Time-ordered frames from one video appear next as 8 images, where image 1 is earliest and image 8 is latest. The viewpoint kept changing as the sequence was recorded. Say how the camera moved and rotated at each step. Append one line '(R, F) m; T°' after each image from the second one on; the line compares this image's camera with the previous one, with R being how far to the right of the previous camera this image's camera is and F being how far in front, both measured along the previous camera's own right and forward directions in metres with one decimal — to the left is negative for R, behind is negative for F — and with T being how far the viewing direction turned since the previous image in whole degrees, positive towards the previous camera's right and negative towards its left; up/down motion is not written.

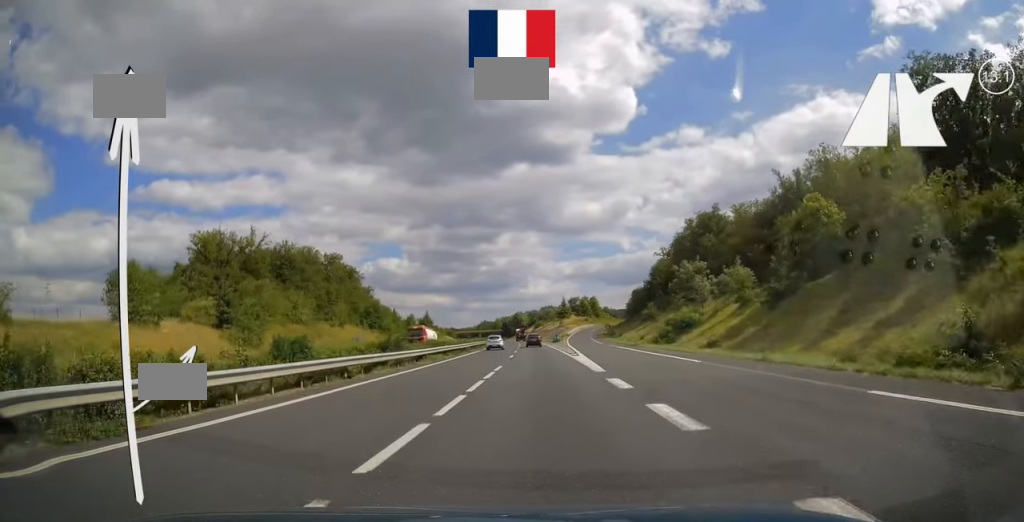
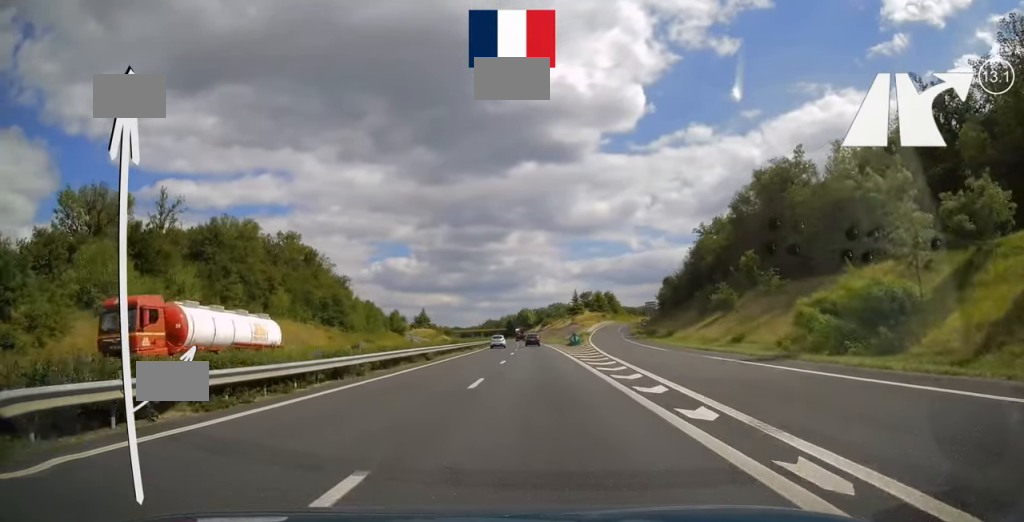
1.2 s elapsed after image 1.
(-0.2, +34.6) m; -1°
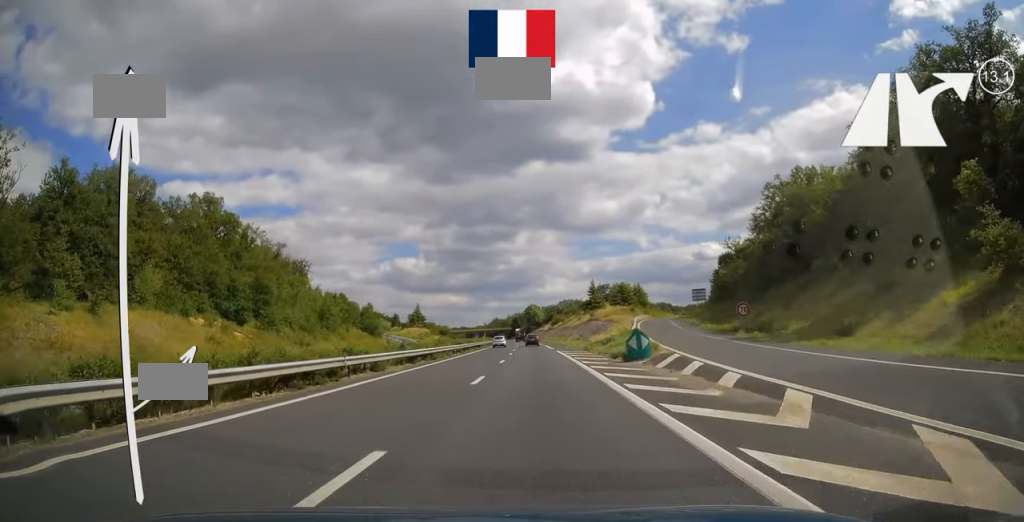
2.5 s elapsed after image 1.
(-0.3, +38.6) m; -1°
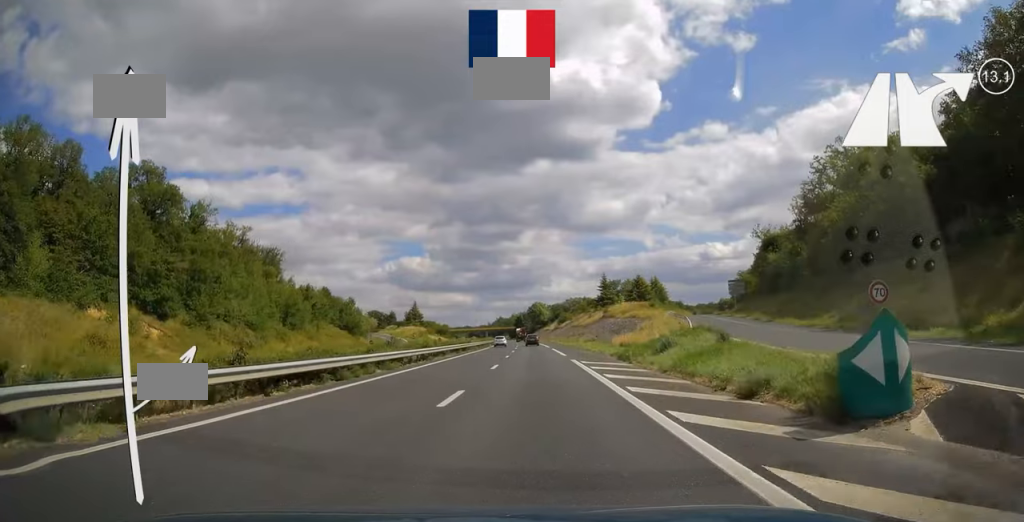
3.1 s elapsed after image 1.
(-0.2, +18.8) m; 0°
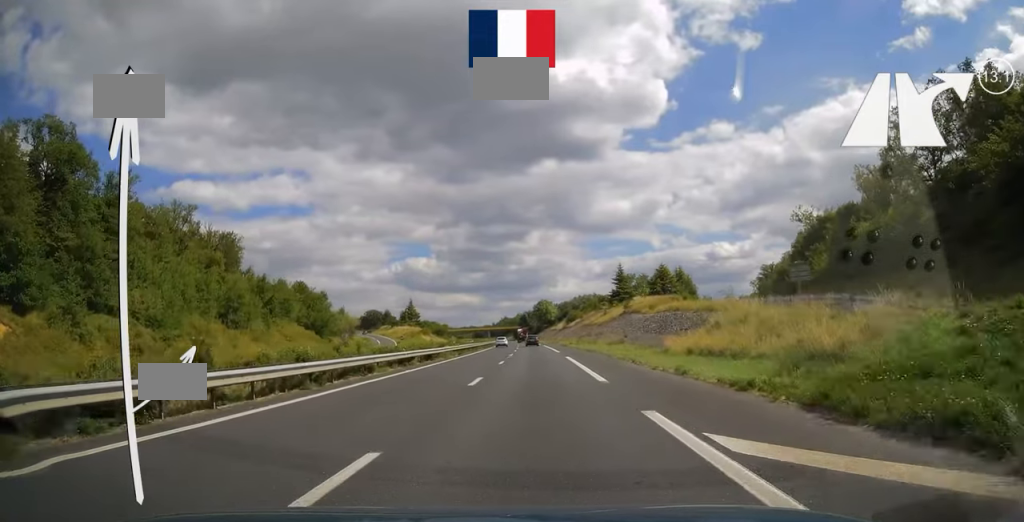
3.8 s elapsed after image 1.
(-0.1, +21.3) m; -1°
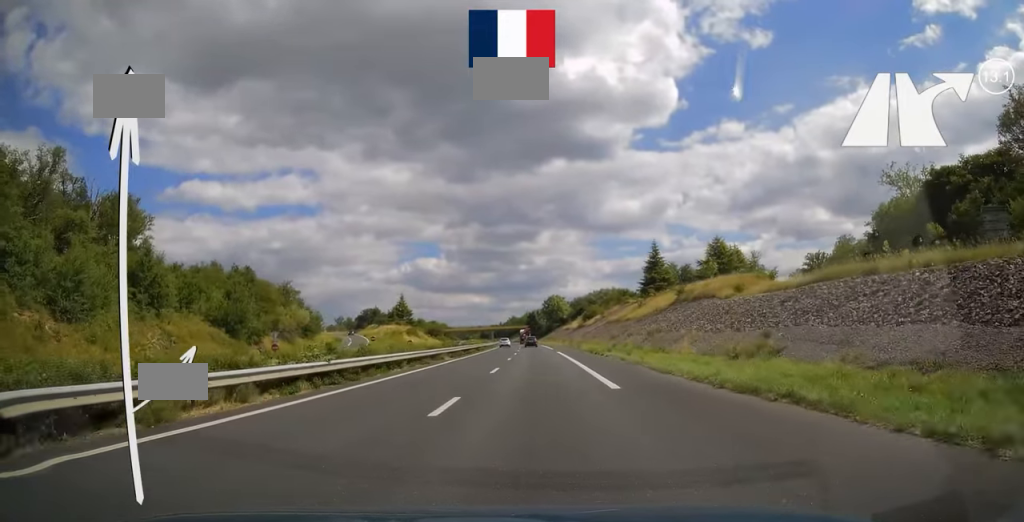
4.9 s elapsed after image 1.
(-0.2, +33.1) m; -1°
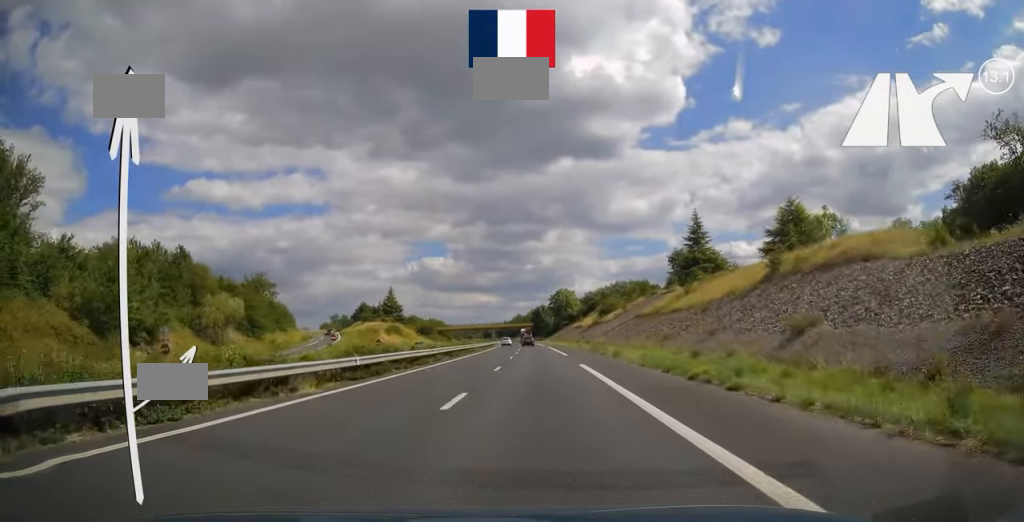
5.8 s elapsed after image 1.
(-0.2, +25.6) m; -1°
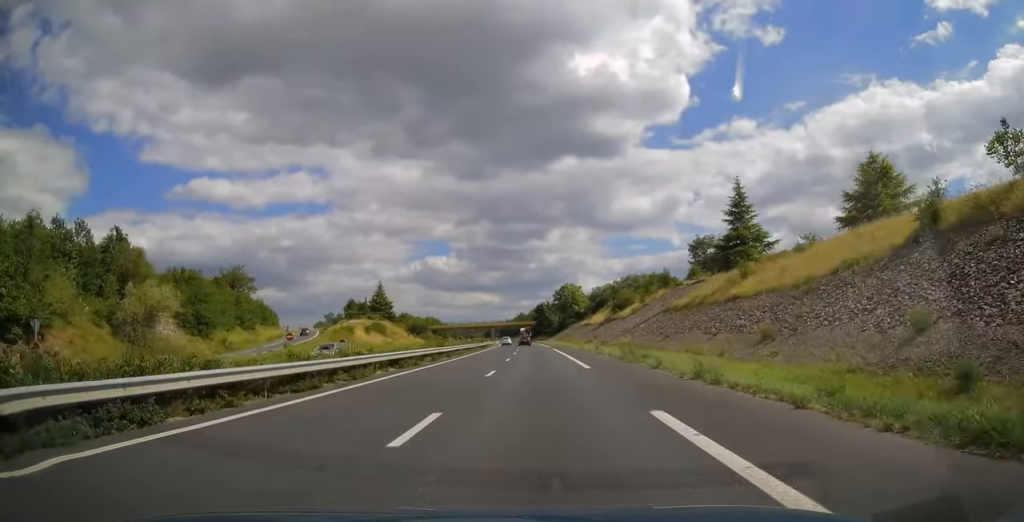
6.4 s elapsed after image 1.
(0.0, +17.2) m; 0°
